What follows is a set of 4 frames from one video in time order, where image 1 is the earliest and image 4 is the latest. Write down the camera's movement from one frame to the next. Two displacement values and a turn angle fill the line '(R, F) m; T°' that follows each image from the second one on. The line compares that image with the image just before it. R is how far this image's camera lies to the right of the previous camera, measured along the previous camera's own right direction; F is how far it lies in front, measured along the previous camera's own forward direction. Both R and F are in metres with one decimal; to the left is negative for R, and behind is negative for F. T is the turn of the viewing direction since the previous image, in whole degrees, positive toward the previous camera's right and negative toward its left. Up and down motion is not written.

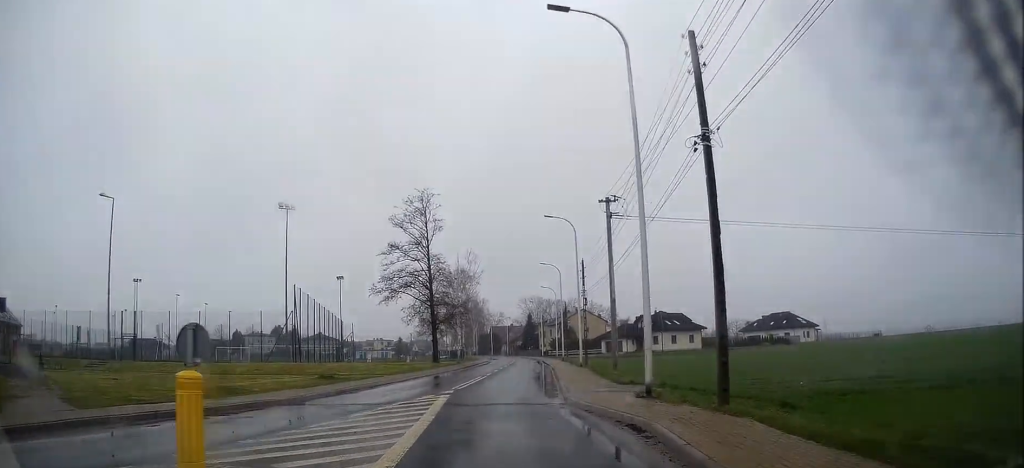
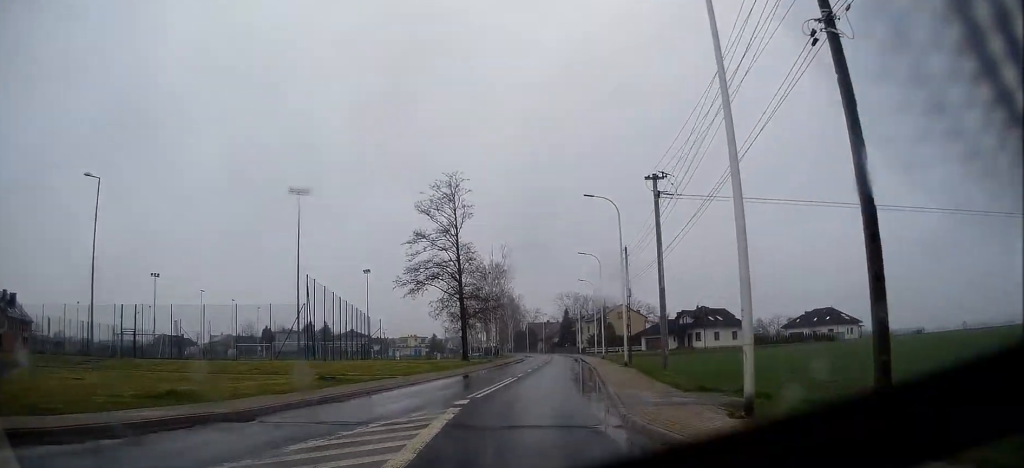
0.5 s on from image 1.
(-0.2, +4.8) m; -2°
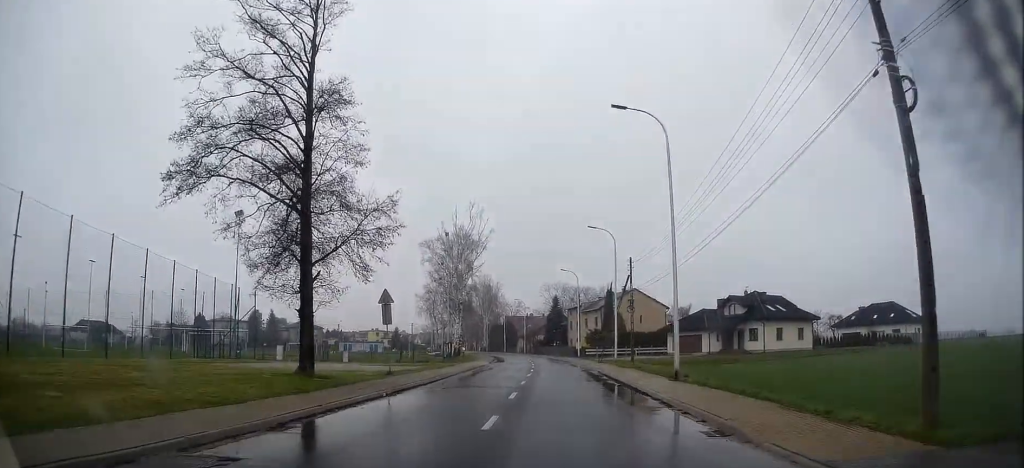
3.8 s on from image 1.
(-1.0, +36.0) m; 0°
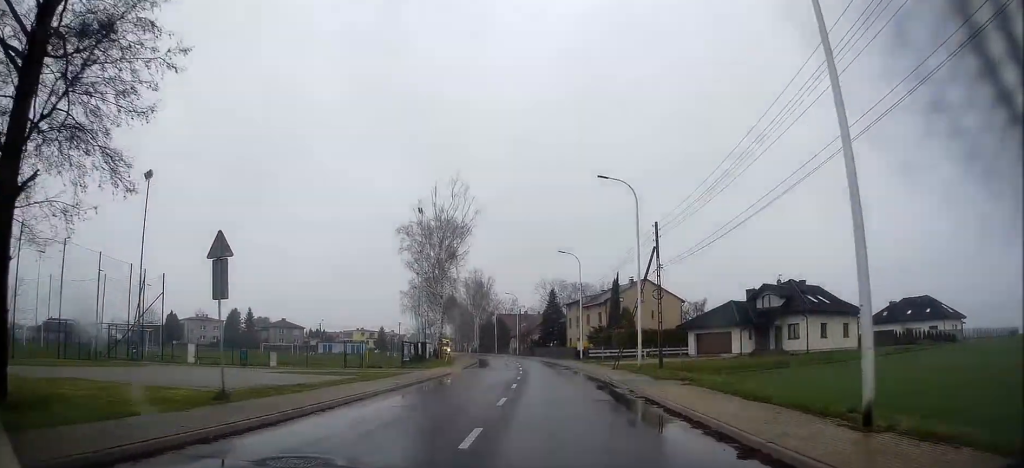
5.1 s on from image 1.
(-0.2, +13.8) m; -1°
